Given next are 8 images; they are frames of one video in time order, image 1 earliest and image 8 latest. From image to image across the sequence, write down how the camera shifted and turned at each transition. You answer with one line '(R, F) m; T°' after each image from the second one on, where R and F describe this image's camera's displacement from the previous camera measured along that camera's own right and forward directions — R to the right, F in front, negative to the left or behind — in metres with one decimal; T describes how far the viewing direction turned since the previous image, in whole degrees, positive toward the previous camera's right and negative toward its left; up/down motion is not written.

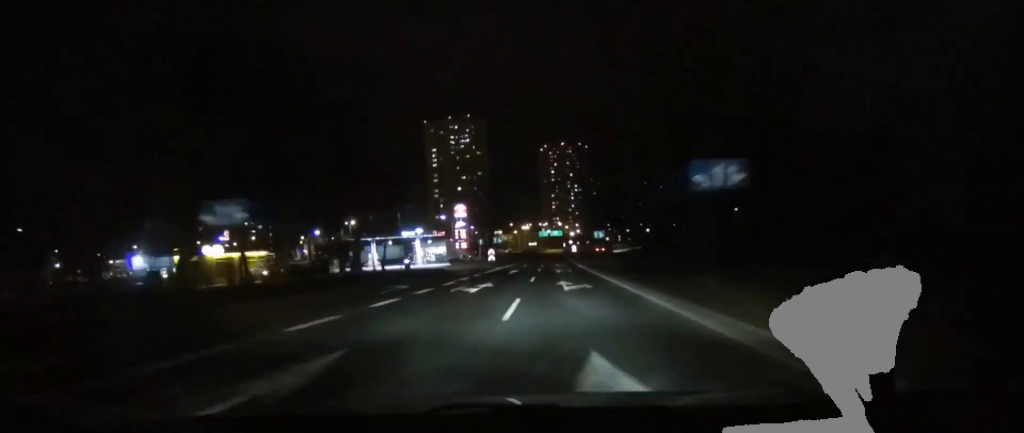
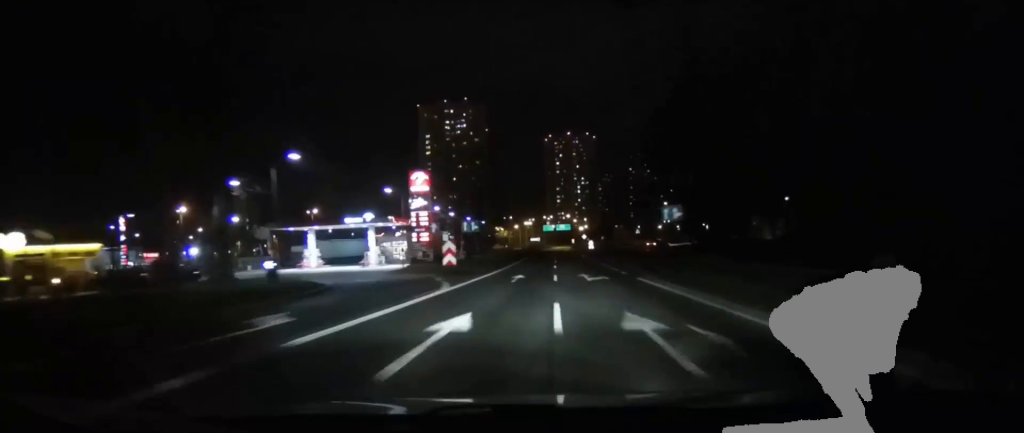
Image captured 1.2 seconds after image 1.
(+0.1, +26.3) m; -2°
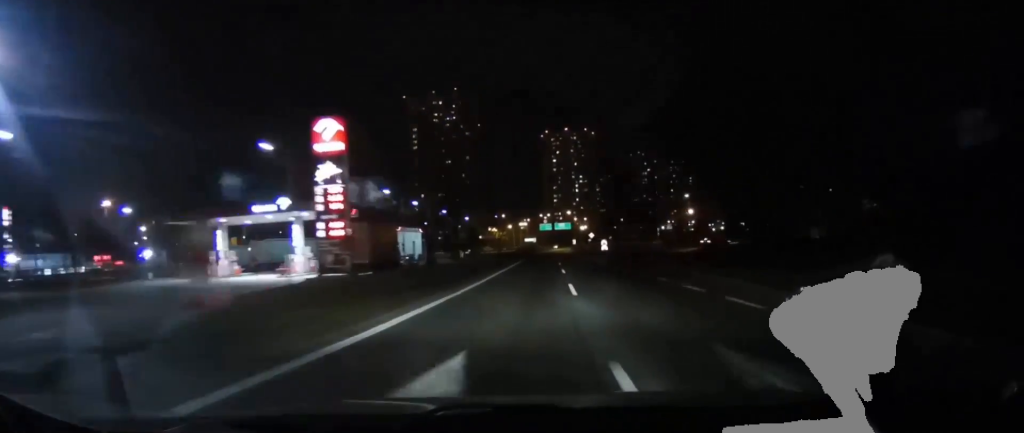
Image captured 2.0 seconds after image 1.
(-0.5, +18.8) m; -2°
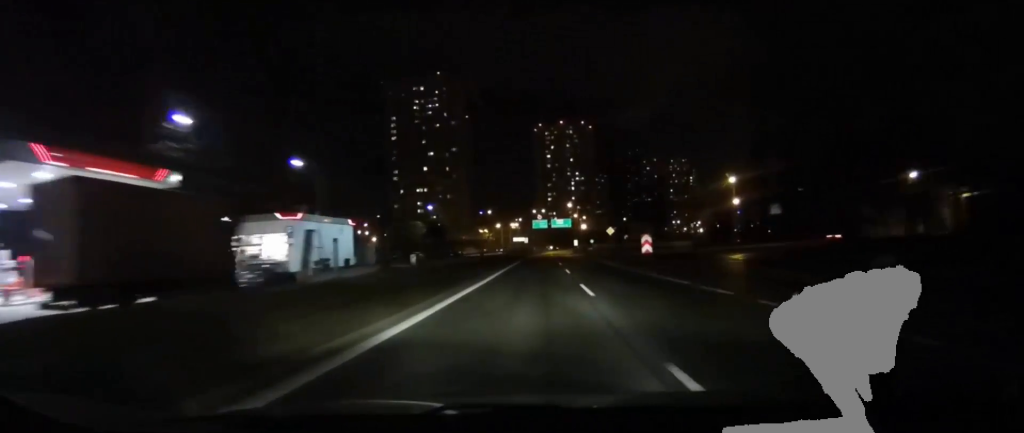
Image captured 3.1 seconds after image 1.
(-0.2, +24.8) m; +2°
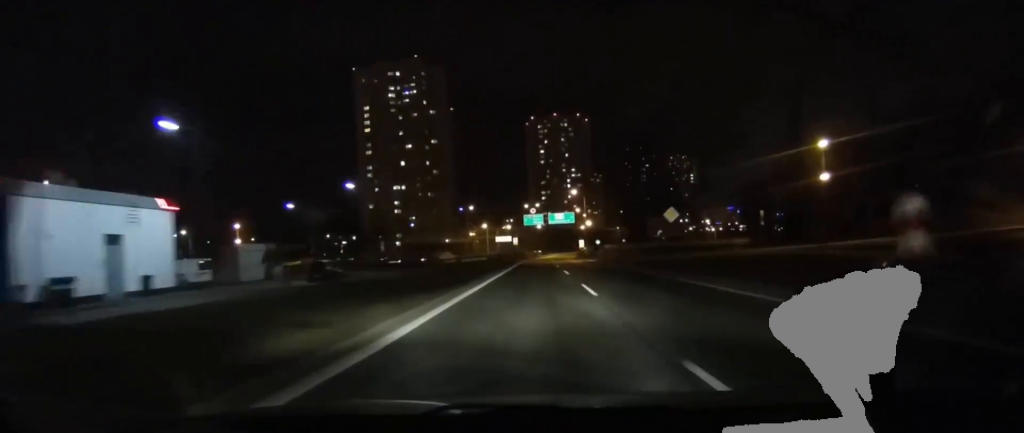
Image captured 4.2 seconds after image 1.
(+1.1, +24.6) m; +3°
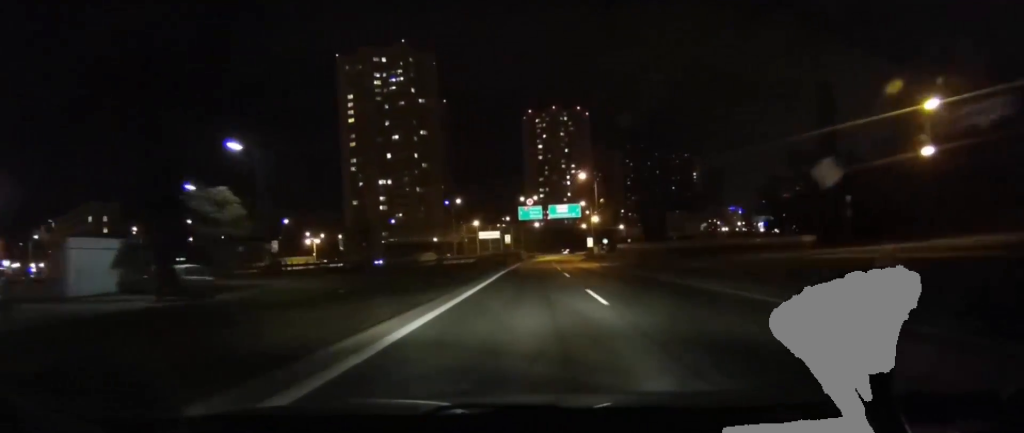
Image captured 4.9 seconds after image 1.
(+0.1, +14.7) m; 0°
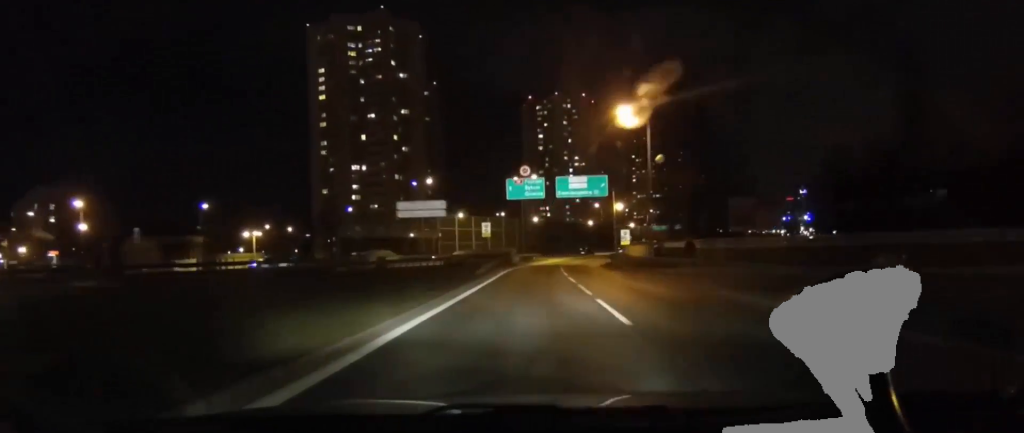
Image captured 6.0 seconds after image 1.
(+0.1, +24.3) m; +2°
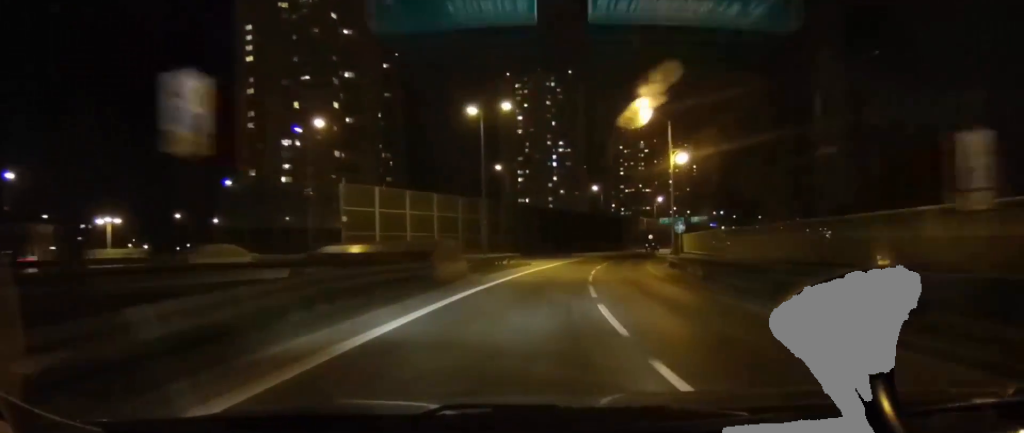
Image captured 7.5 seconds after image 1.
(-0.2, +30.5) m; 0°
